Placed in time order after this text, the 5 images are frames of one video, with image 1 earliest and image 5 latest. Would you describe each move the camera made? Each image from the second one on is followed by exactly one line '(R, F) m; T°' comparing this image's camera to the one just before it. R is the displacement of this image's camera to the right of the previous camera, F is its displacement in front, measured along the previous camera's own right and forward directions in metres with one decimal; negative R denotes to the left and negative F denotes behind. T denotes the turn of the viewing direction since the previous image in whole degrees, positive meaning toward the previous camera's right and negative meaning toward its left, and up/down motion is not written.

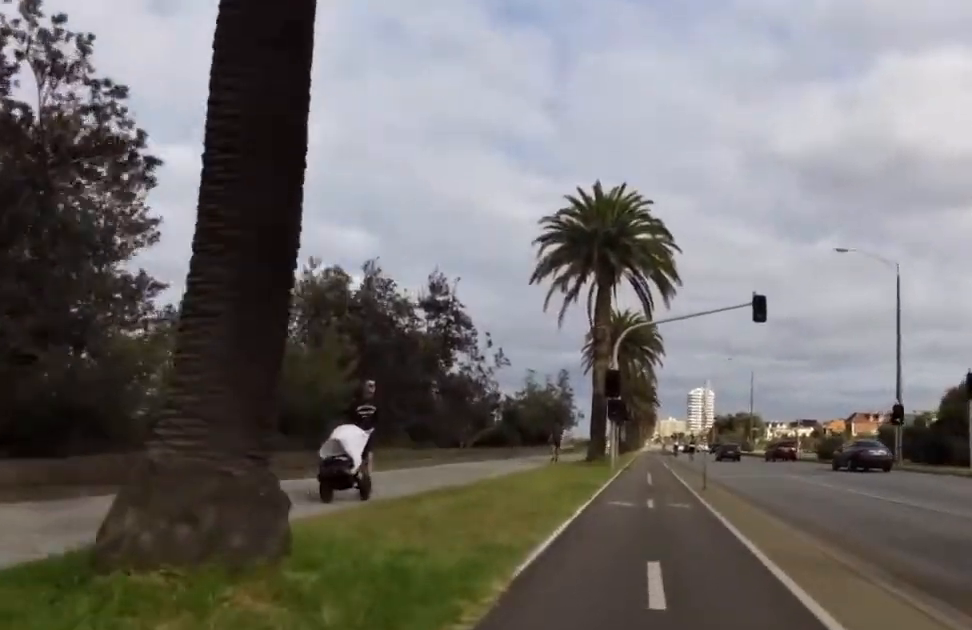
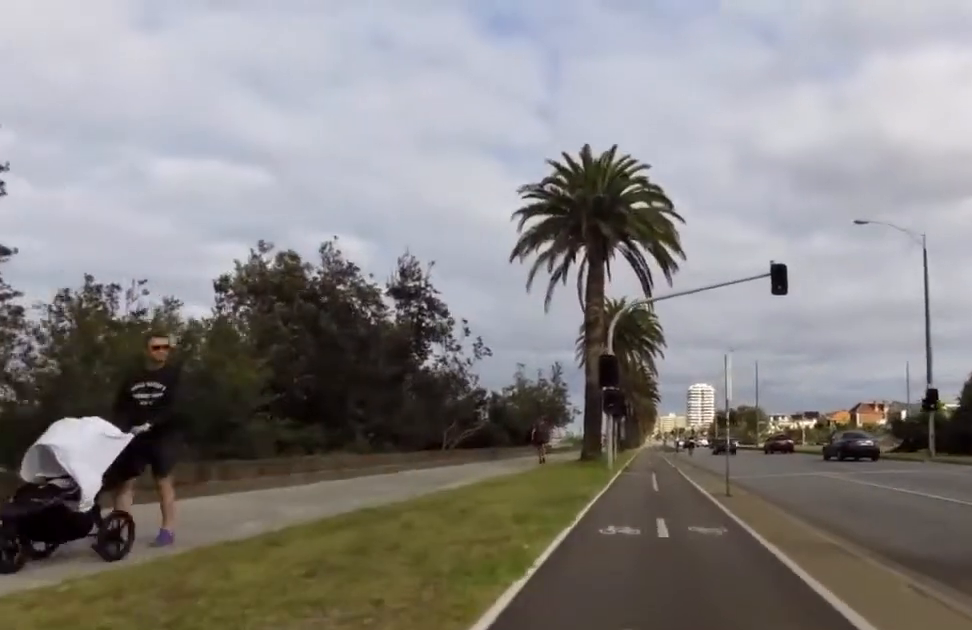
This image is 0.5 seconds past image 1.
(+0.5, +4.7) m; +4°
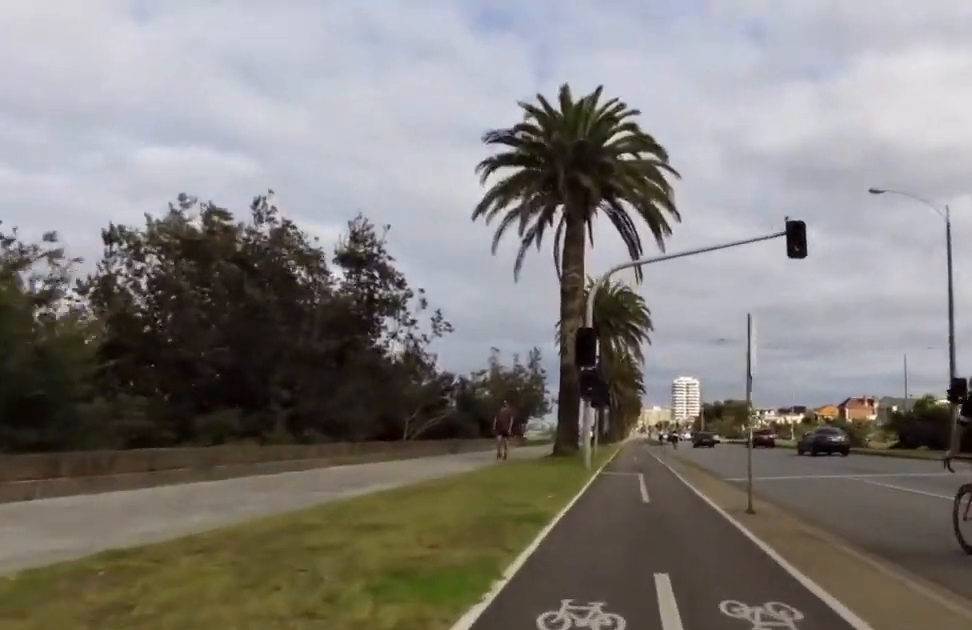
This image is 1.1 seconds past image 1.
(+0.2, +4.7) m; 0°
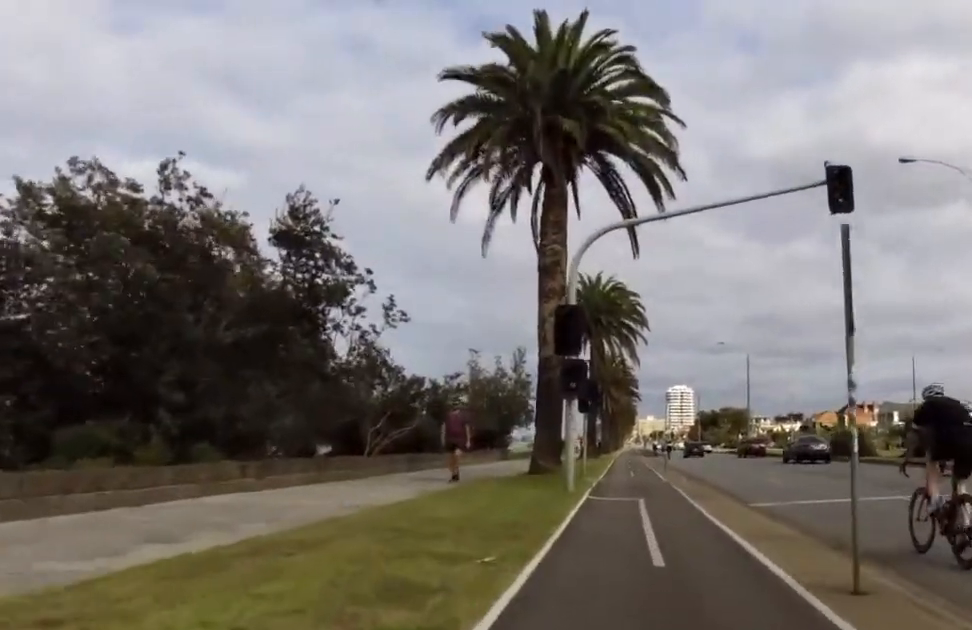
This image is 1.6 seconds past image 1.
(+0.2, +5.1) m; -4°
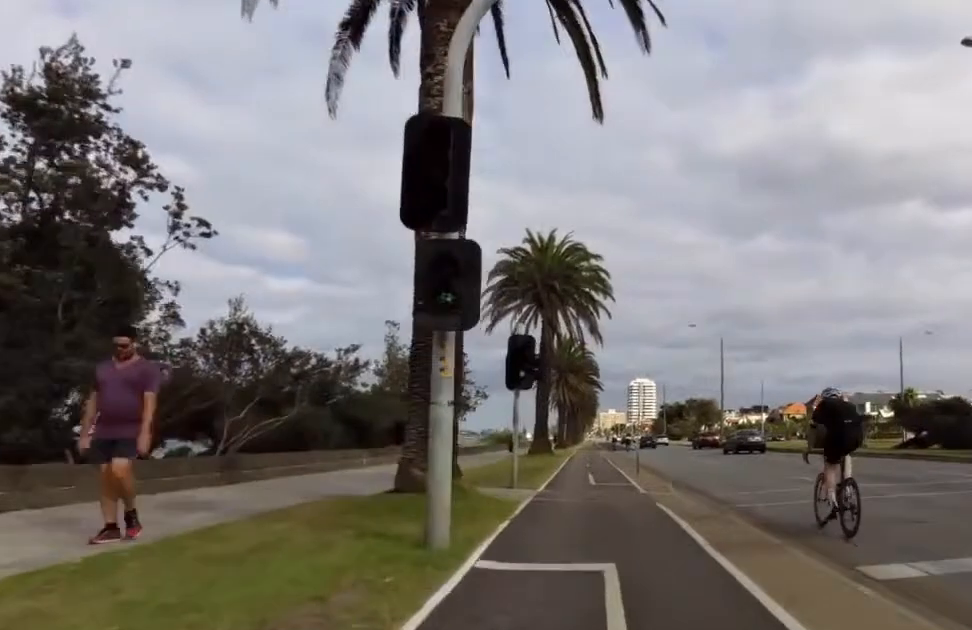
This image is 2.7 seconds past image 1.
(-1.0, +9.0) m; -1°
